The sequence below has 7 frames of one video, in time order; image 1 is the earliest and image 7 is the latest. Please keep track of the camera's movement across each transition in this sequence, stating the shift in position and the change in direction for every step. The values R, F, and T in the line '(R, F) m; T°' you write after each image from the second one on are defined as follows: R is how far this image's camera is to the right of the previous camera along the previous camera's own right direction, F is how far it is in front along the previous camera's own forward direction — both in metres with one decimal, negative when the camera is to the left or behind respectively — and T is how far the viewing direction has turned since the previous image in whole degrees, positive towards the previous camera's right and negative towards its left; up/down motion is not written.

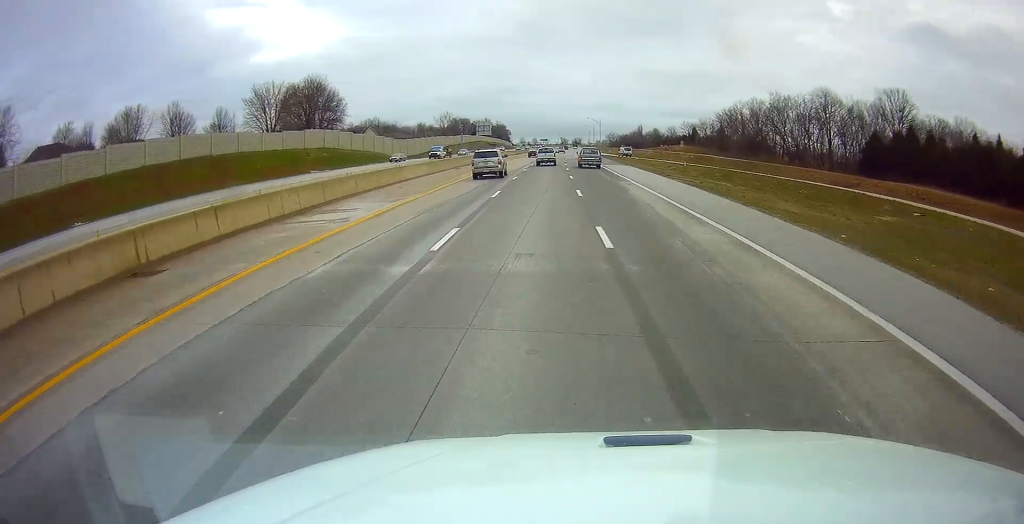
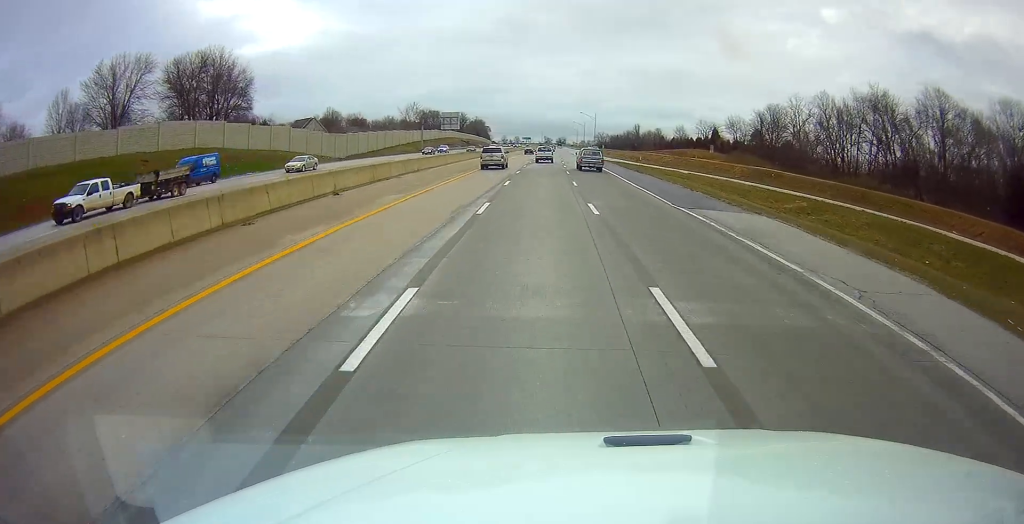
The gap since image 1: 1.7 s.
(+0.9, +42.9) m; +2°
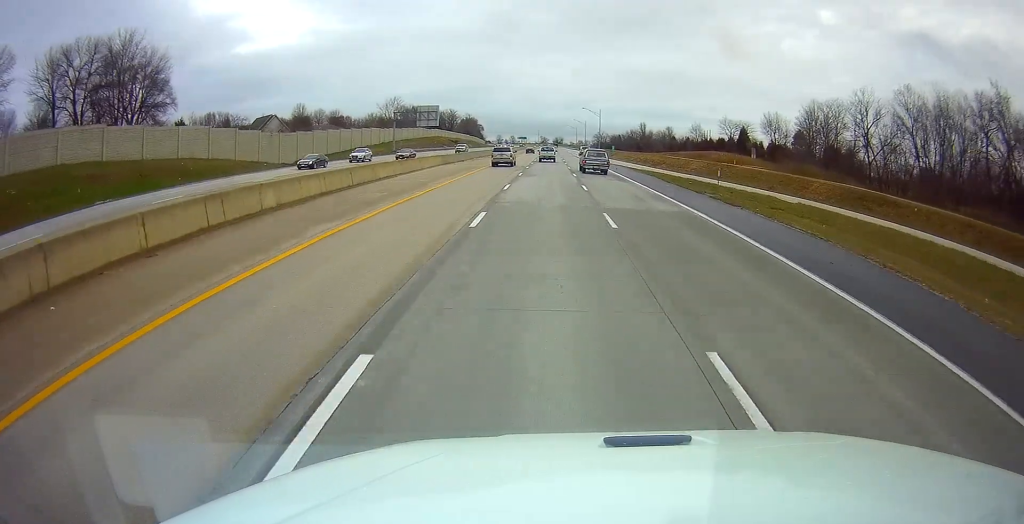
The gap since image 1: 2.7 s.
(+0.1, +27.0) m; 0°
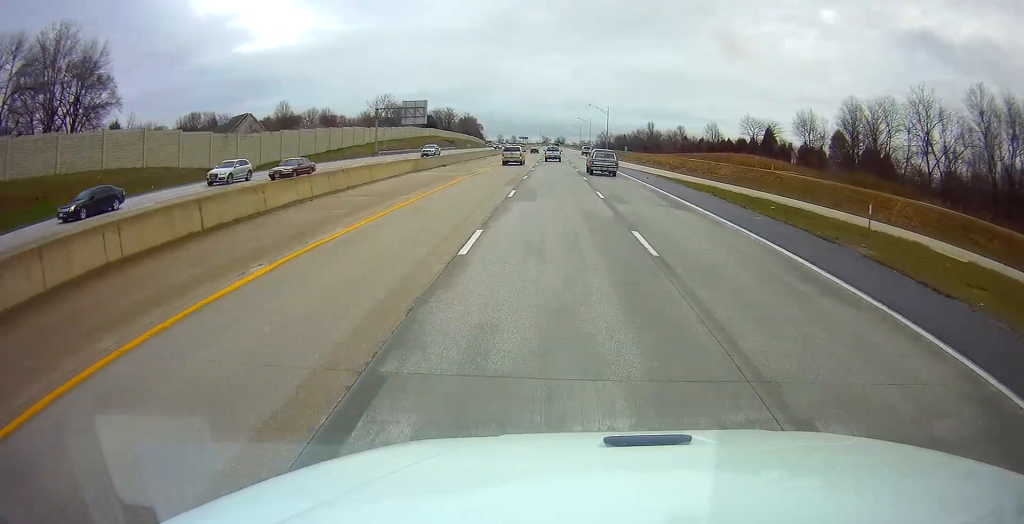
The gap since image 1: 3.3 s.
(0.0, +15.9) m; +1°
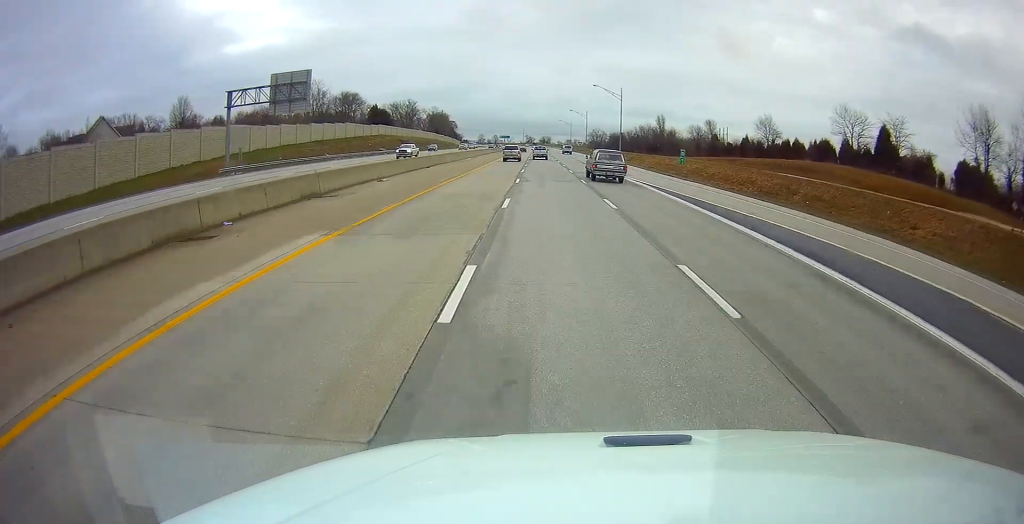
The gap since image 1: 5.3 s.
(+1.1, +52.8) m; +2°
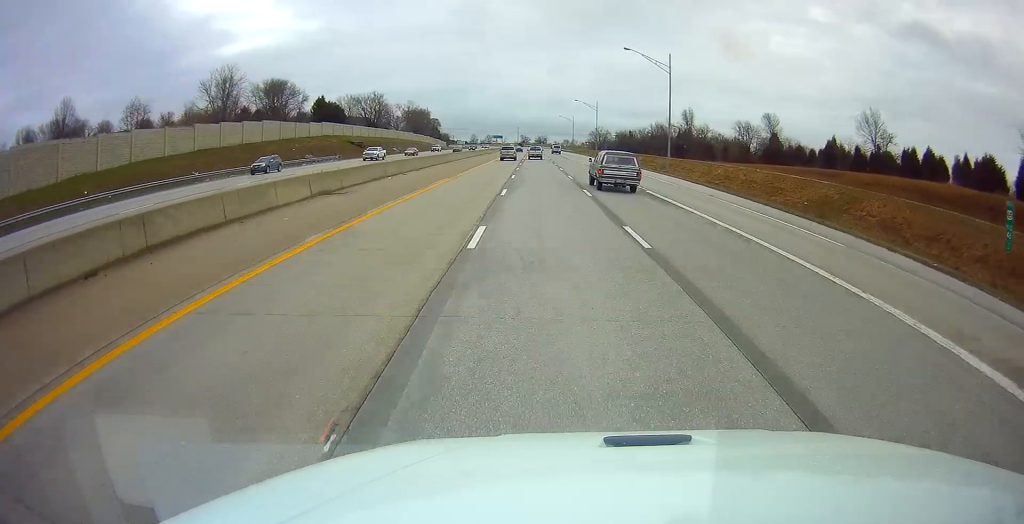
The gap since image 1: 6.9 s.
(-0.1, +43.8) m; 0°
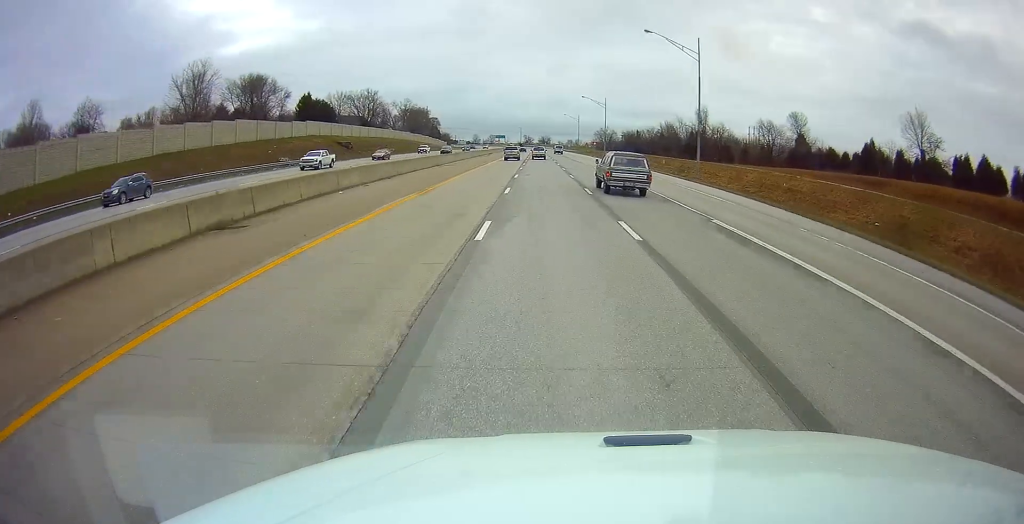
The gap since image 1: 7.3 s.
(0.0, +11.1) m; 0°
